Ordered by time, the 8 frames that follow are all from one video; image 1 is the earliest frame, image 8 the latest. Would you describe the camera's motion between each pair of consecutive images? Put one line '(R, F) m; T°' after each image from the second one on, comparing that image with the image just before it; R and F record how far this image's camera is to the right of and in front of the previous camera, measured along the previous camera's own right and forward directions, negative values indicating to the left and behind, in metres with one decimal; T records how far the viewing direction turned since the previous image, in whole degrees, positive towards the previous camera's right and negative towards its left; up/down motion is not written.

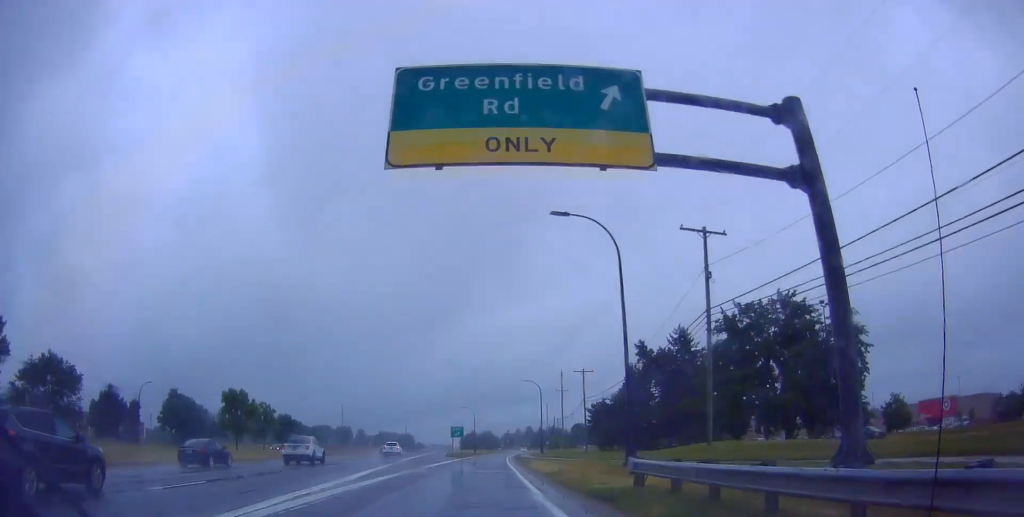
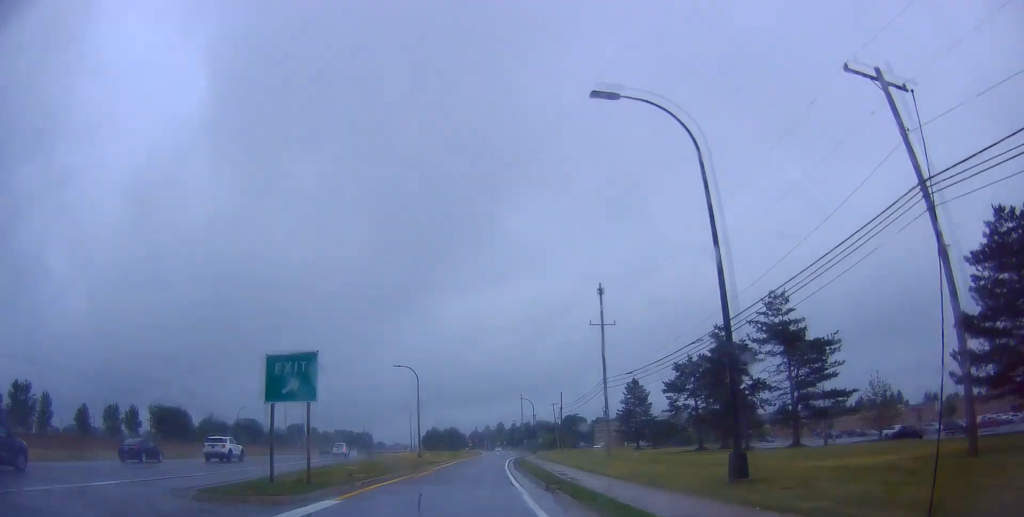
(+2.2, +62.1) m; +4°
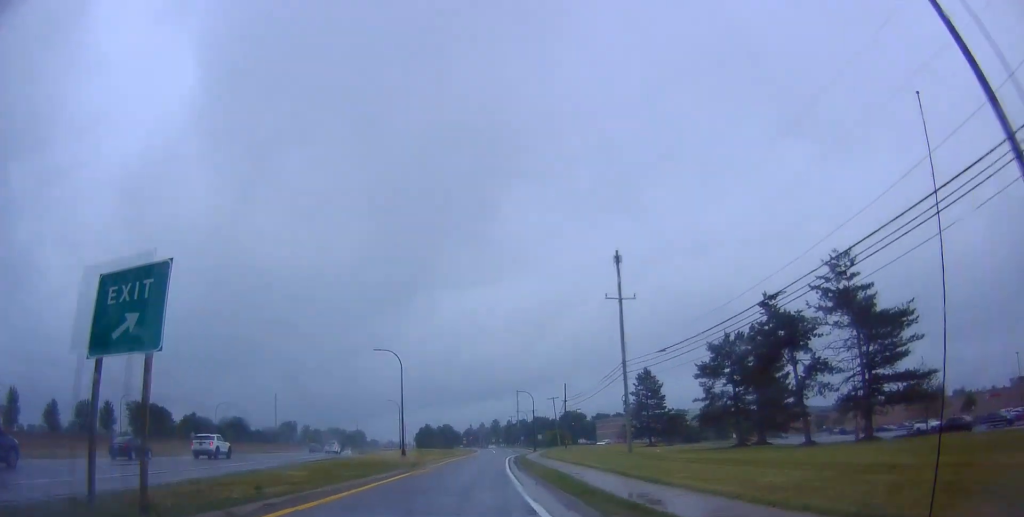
(+0.2, +9.4) m; +1°
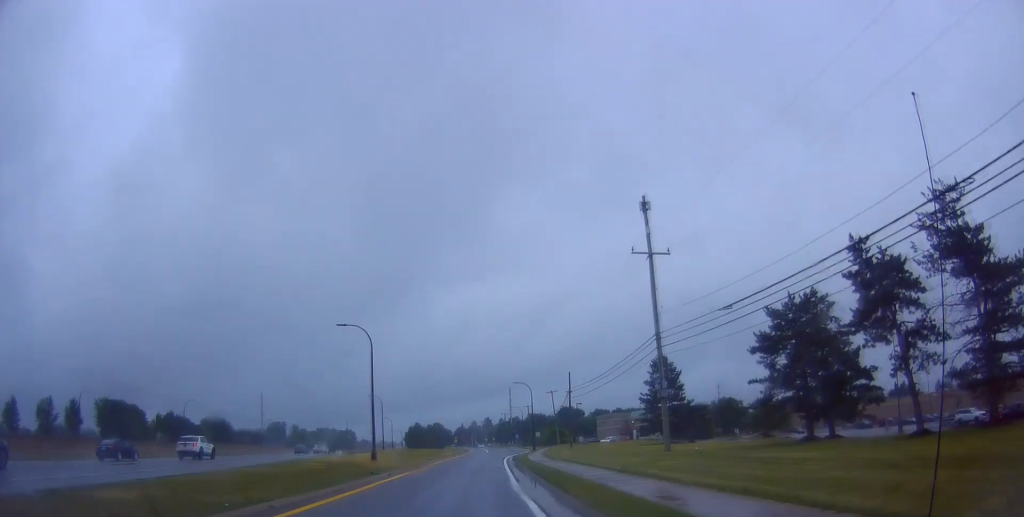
(0.0, +11.2) m; -1°
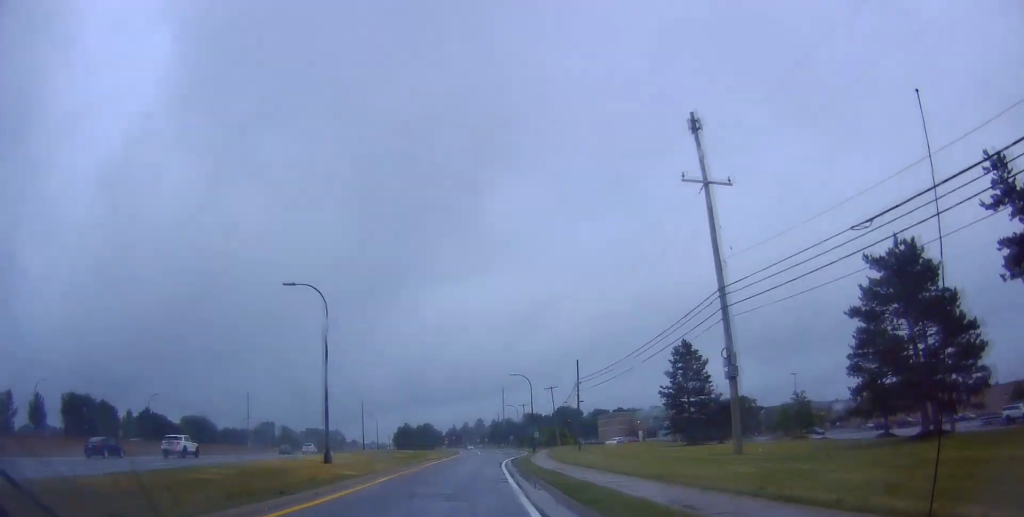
(0.0, +11.1) m; -1°
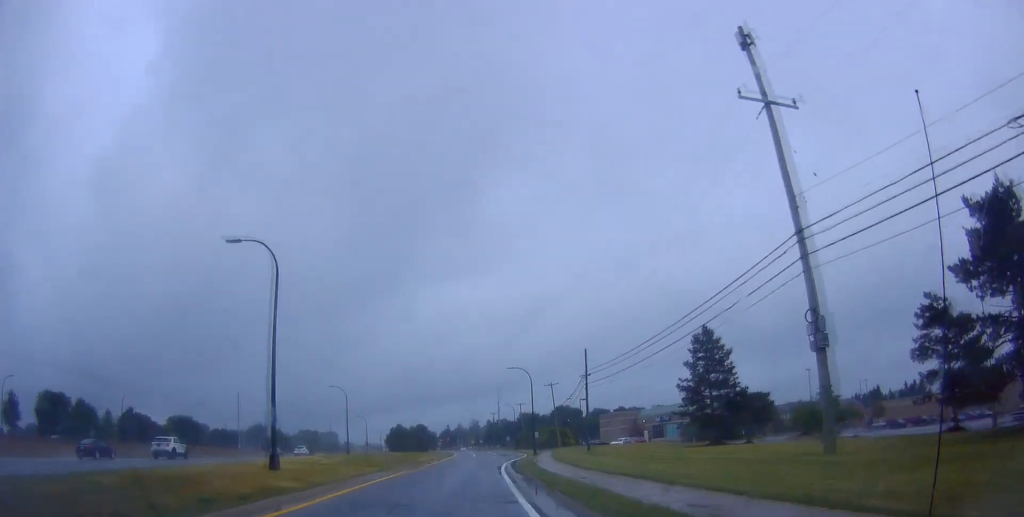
(-0.2, +7.4) m; 0°
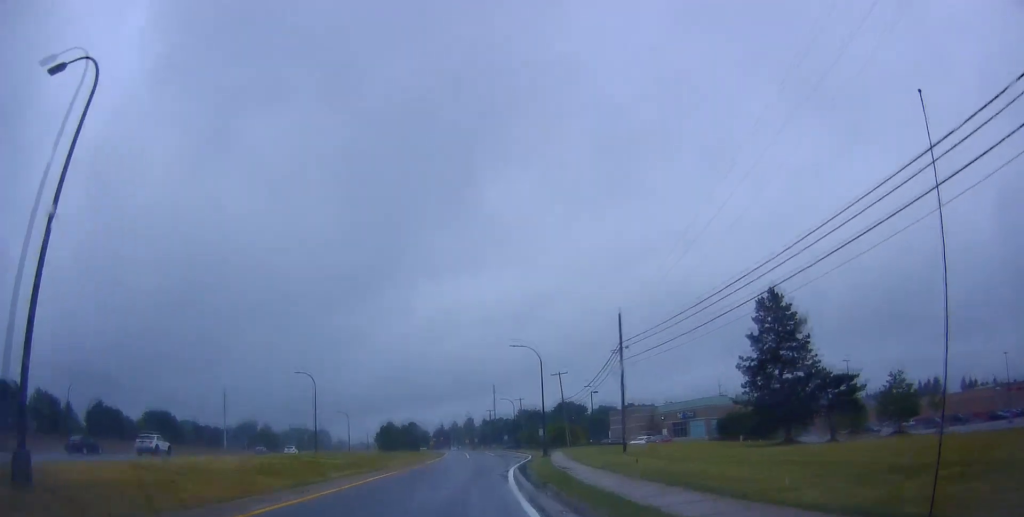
(0.0, +14.2) m; +1°
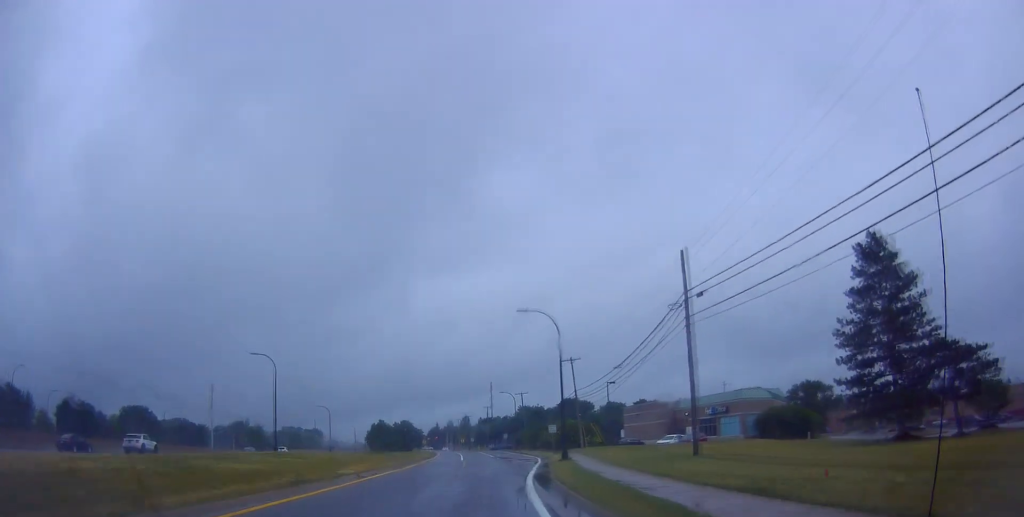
(+0.2, +13.0) m; +1°
